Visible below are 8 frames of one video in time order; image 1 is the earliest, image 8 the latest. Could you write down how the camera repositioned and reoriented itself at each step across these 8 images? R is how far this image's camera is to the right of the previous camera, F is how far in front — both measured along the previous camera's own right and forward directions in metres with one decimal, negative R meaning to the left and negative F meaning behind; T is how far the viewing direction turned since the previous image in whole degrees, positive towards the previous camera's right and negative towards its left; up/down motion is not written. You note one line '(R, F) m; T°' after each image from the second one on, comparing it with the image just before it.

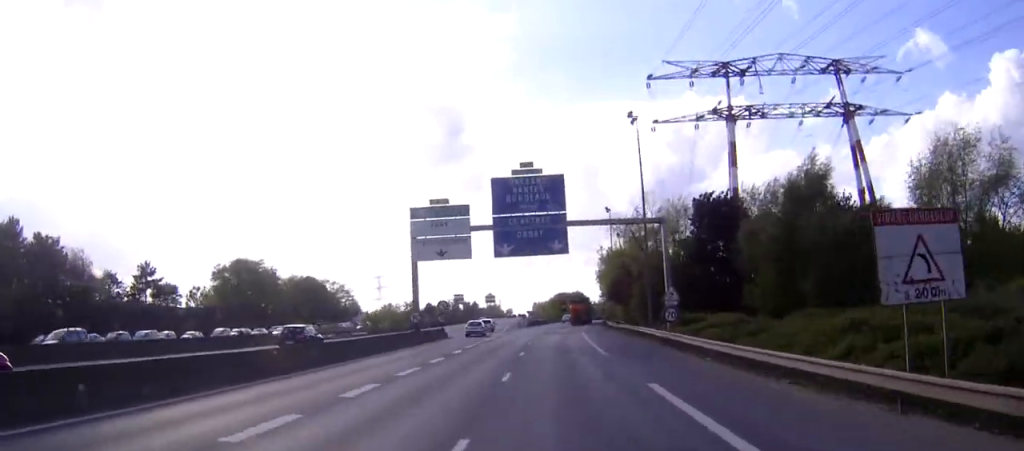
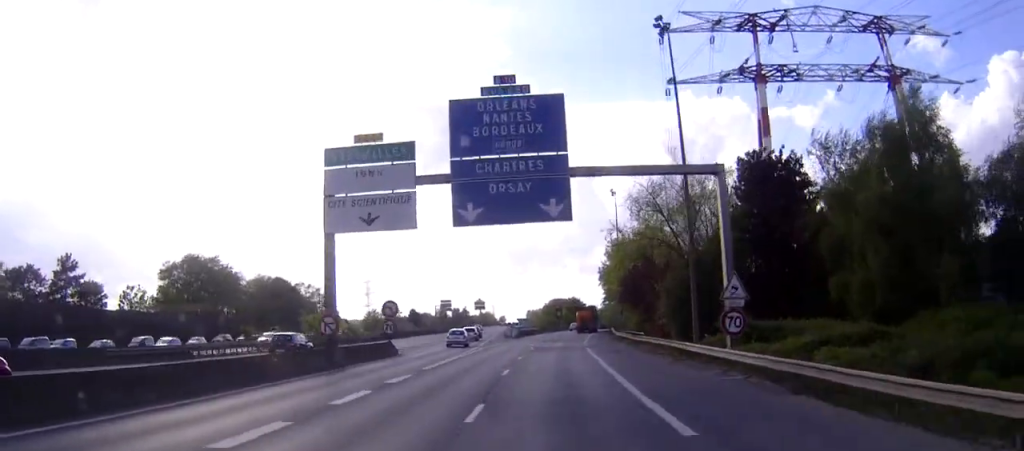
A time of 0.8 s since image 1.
(0.0, +19.5) m; 0°
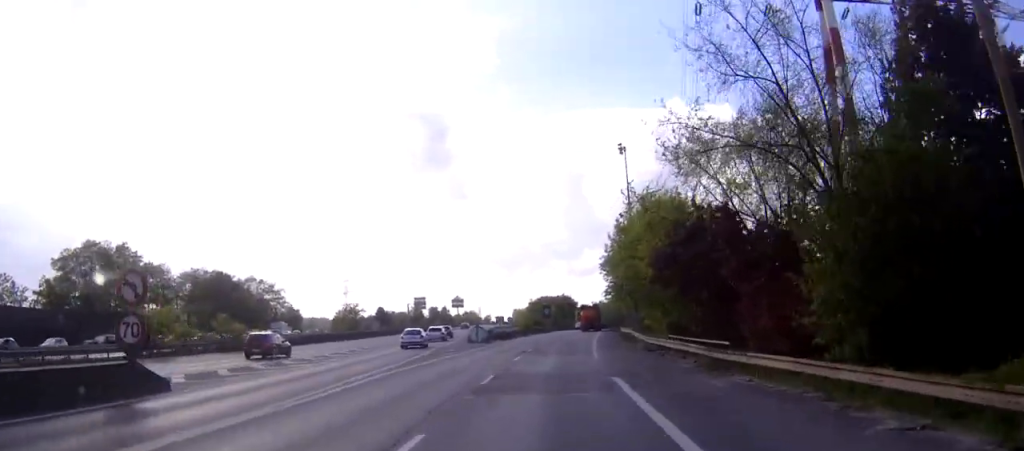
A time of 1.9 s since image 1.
(0.0, +28.7) m; 0°
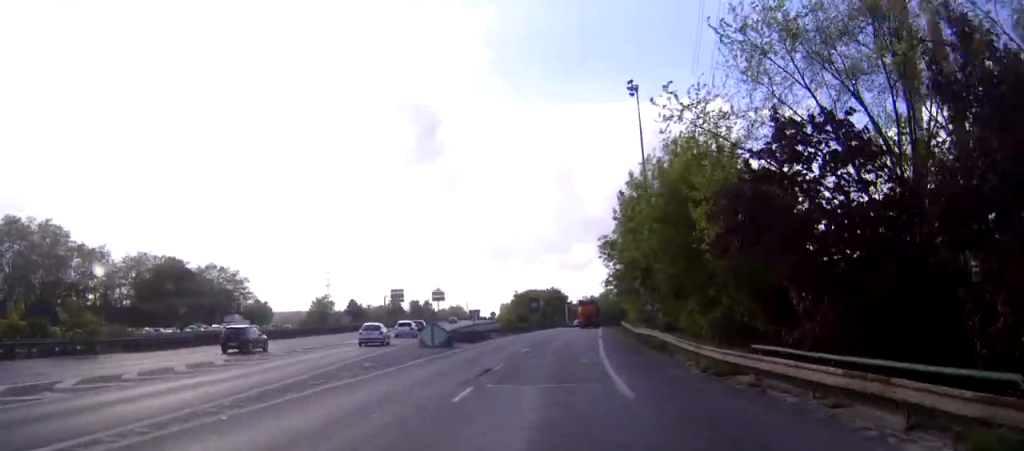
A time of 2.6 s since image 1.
(0.0, +17.6) m; +1°
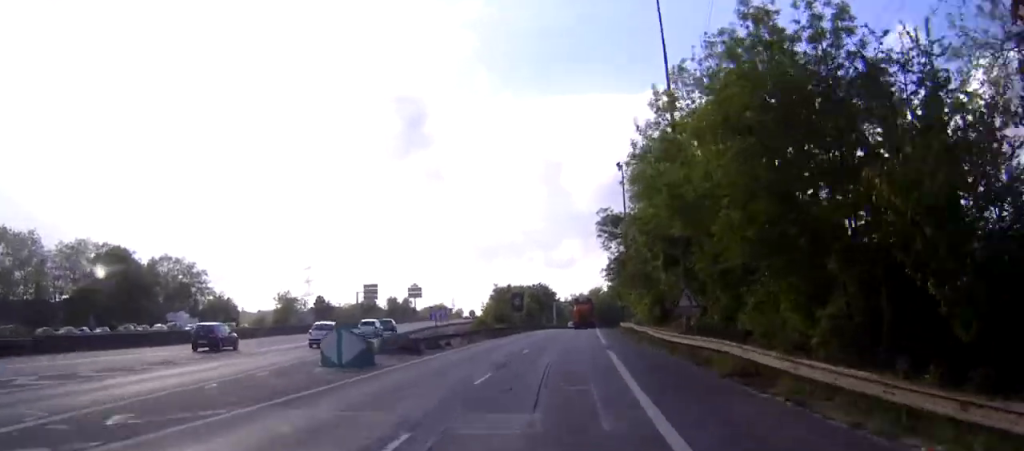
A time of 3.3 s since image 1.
(+0.2, +16.5) m; +1°
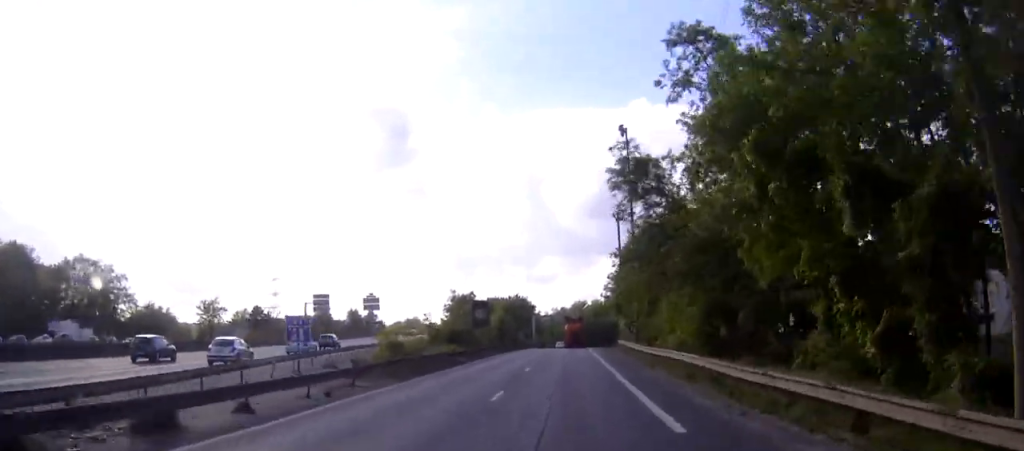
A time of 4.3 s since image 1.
(+0.3, +26.3) m; +1°
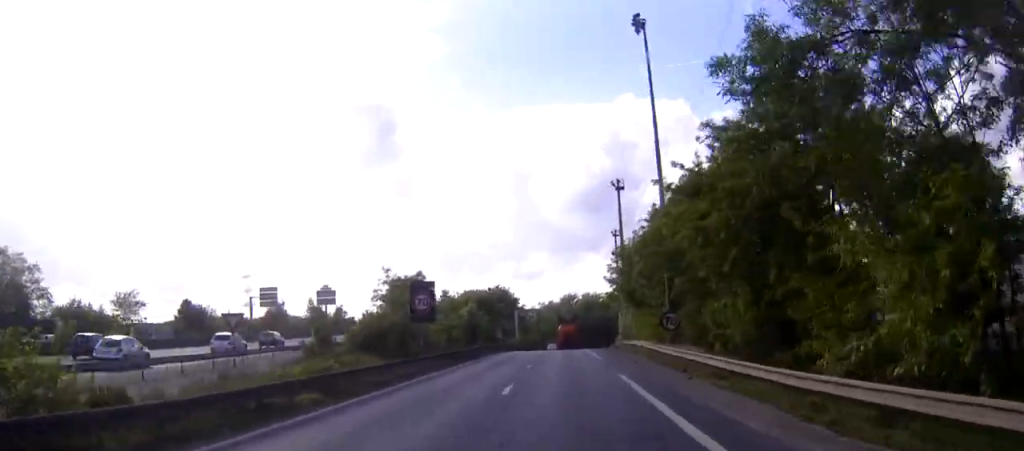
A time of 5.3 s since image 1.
(+0.1, +24.6) m; +1°
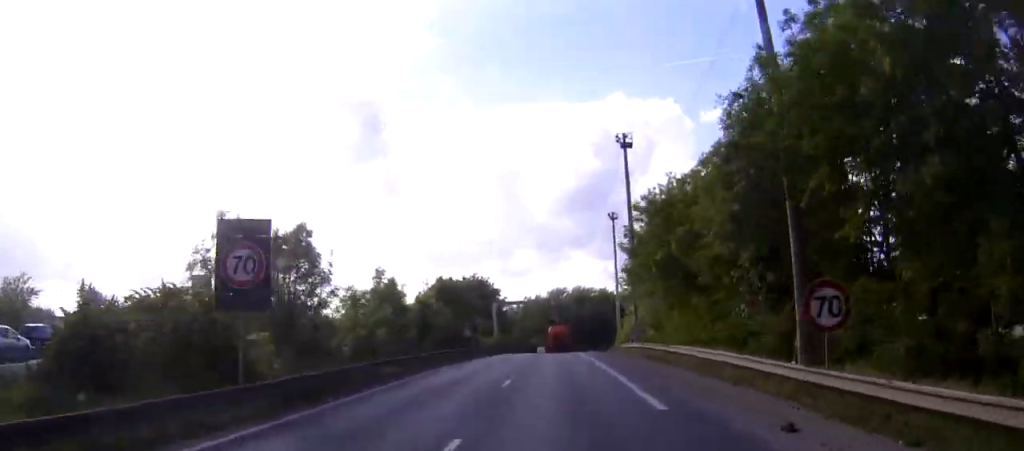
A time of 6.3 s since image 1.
(+0.2, +24.4) m; +2°
